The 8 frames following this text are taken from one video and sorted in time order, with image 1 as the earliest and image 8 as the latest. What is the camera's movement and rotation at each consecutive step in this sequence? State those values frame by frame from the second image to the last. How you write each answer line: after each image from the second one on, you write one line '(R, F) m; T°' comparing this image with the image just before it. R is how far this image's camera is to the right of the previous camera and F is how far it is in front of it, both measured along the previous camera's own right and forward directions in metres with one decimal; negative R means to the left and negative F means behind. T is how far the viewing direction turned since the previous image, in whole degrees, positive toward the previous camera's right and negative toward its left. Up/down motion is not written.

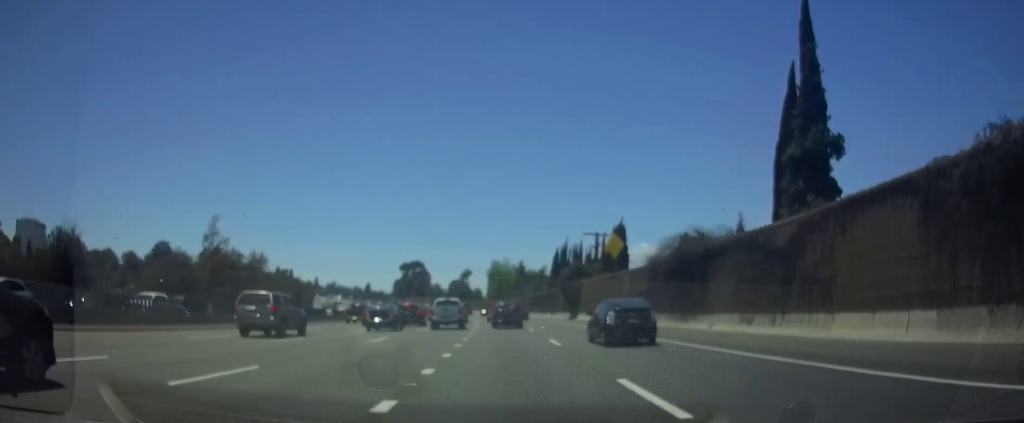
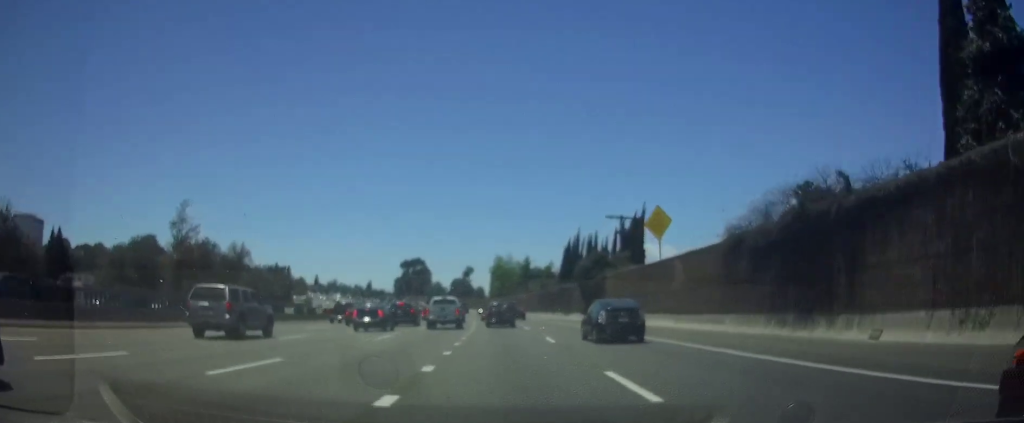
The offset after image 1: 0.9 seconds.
(0.0, +13.0) m; -1°
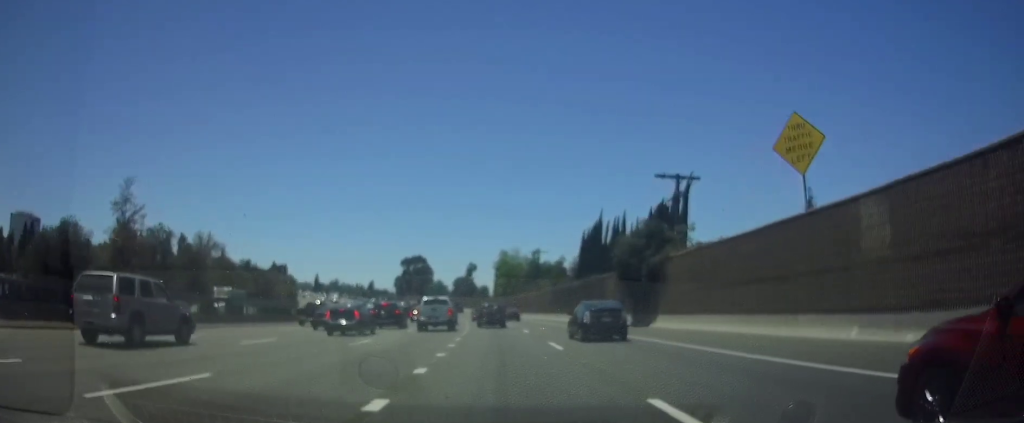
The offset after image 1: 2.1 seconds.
(-0.1, +18.1) m; -1°
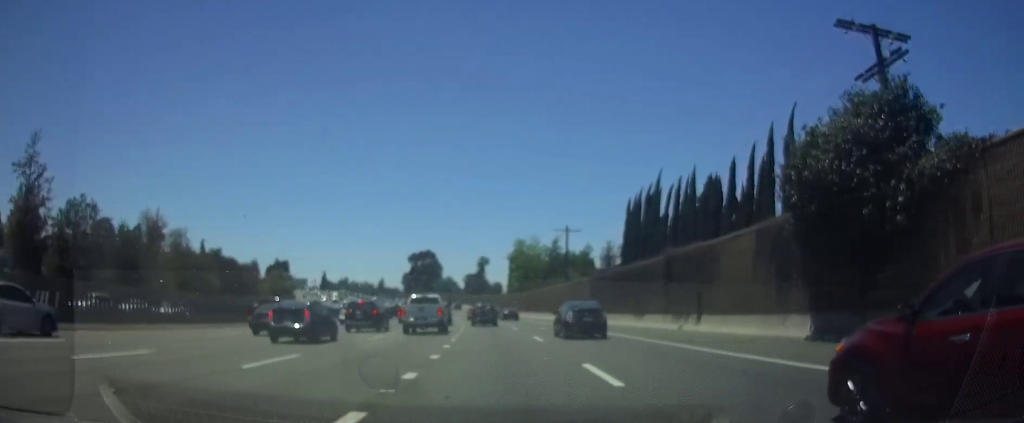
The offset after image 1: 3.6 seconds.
(-0.3, +23.5) m; -2°
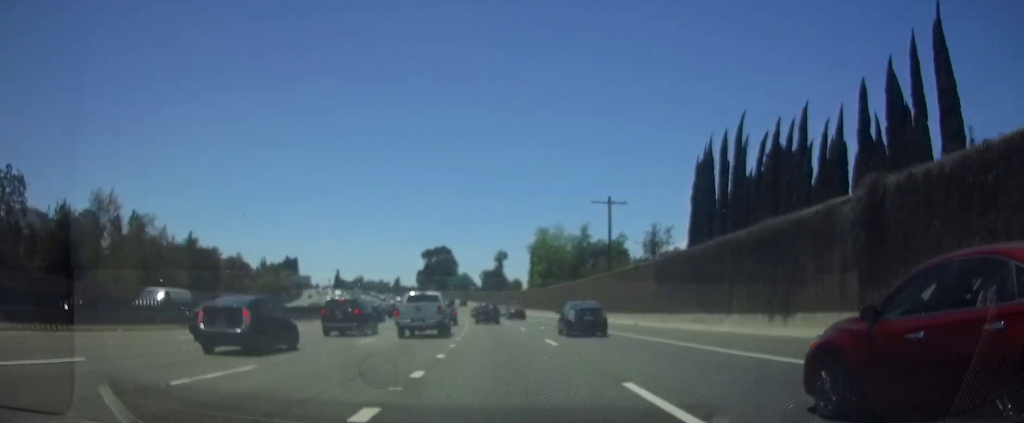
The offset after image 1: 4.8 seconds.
(-0.2, +17.9) m; -1°
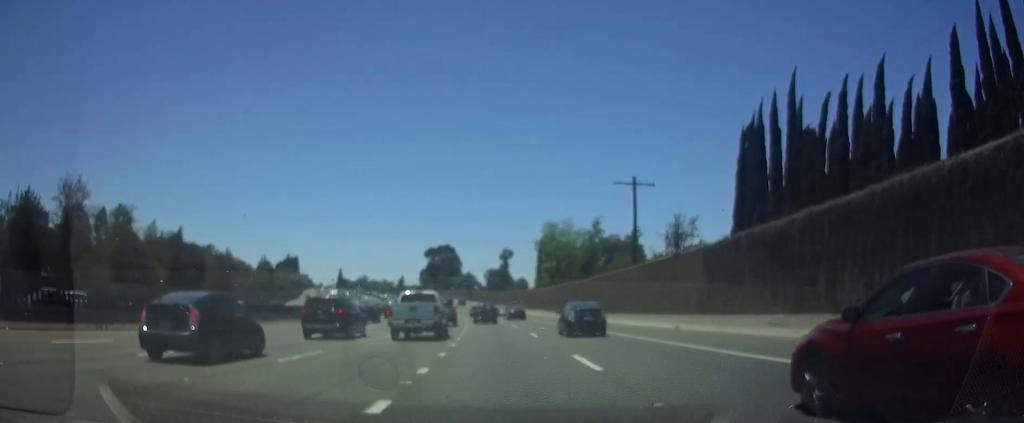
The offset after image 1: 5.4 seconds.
(0.0, +8.4) m; -1°
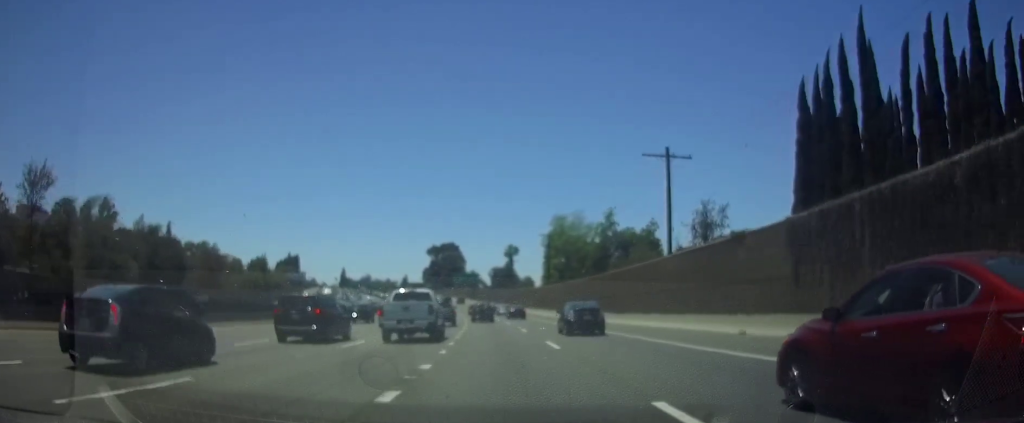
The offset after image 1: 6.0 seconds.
(-0.1, +8.5) m; -1°
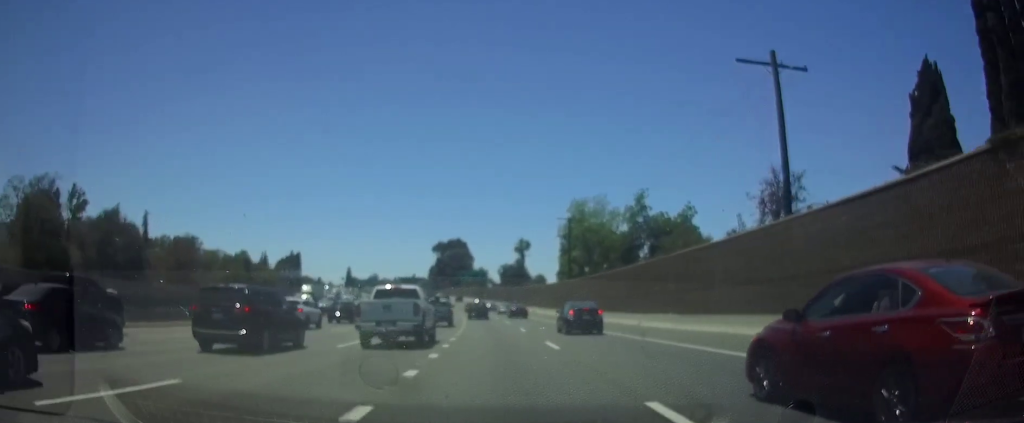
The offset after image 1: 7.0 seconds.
(-0.2, +15.8) m; -1°
